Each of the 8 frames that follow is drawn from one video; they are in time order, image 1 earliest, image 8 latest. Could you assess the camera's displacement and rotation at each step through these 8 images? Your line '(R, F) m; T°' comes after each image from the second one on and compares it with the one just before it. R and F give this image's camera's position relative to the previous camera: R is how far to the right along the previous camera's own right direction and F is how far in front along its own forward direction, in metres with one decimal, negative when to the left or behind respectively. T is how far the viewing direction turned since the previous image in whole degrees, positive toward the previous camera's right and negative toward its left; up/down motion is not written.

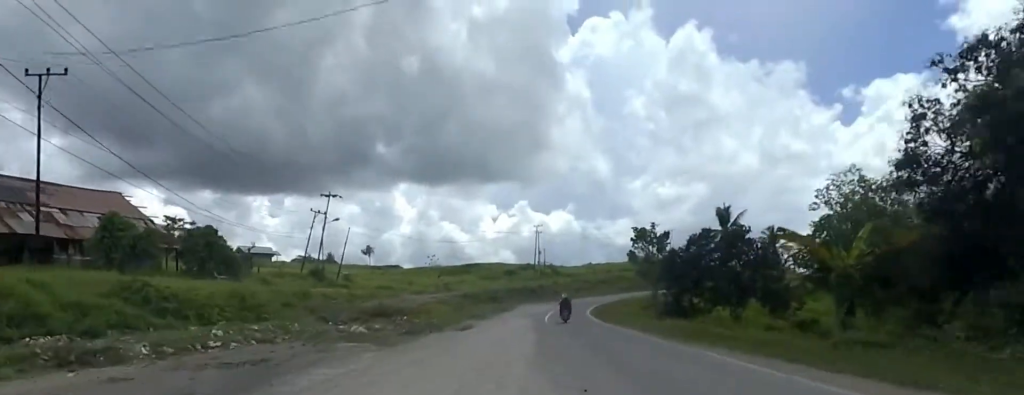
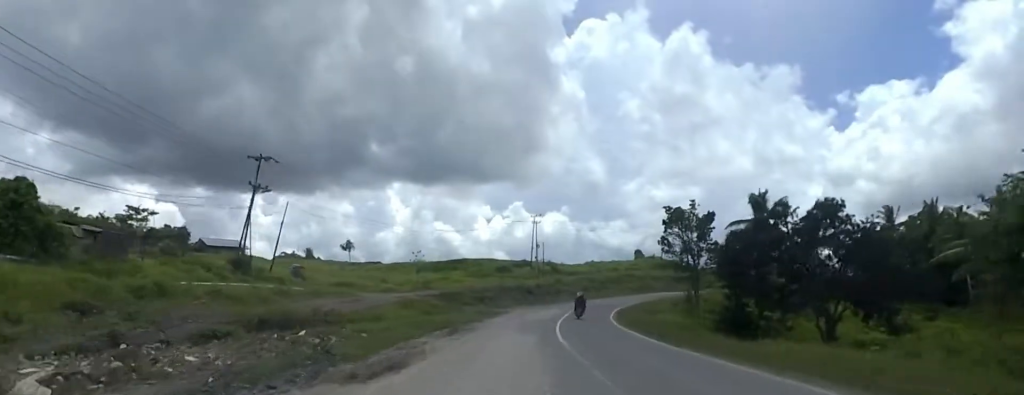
(-0.4, +15.6) m; 0°
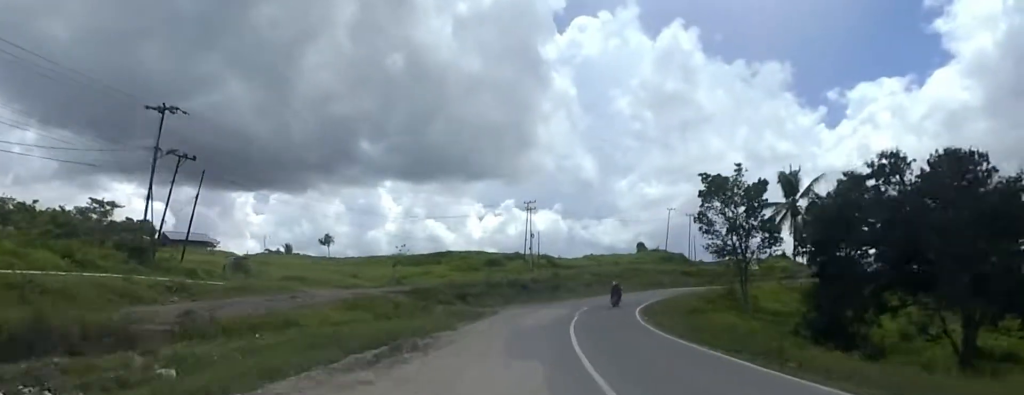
(+0.3, +10.5) m; +2°
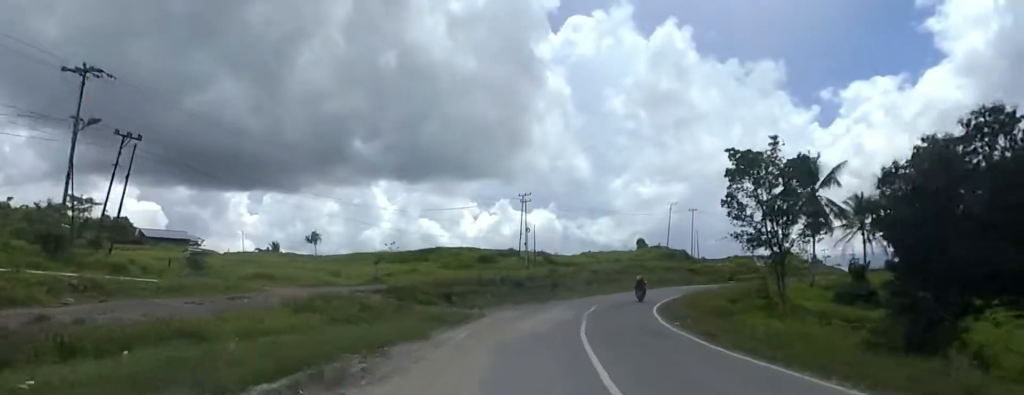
(0.0, +5.2) m; 0°
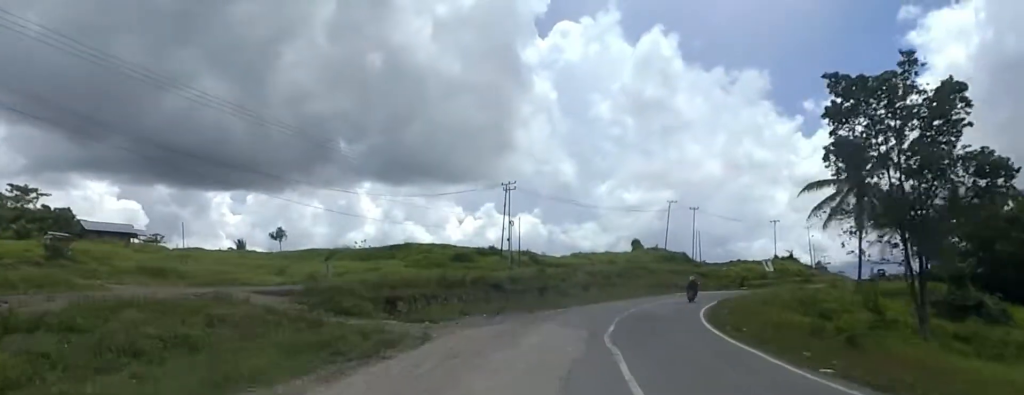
(+0.1, +10.5) m; +5°
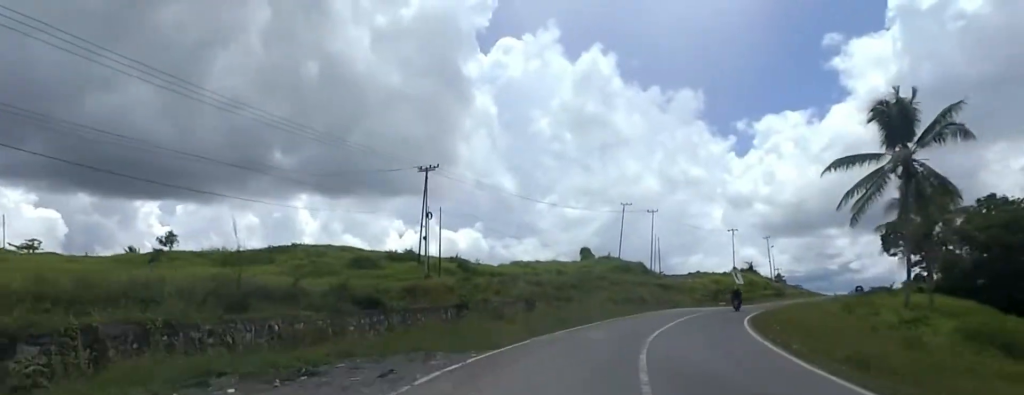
(+1.5, +14.9) m; +6°
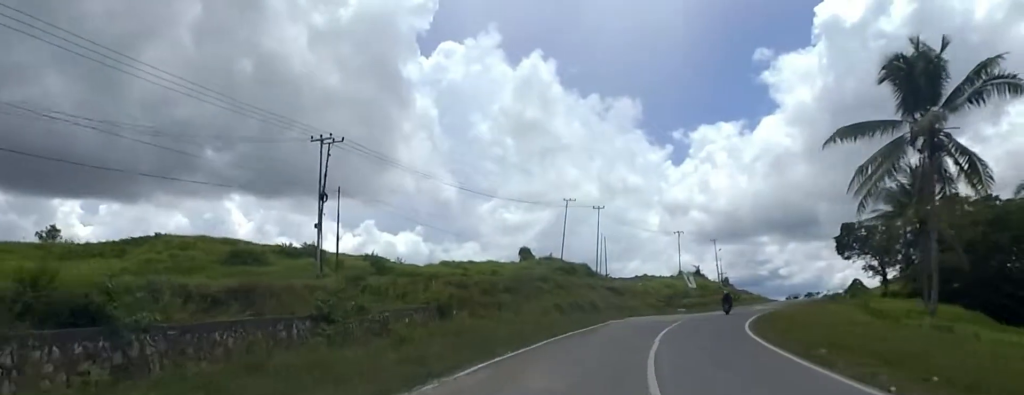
(-0.6, +9.7) m; +4°
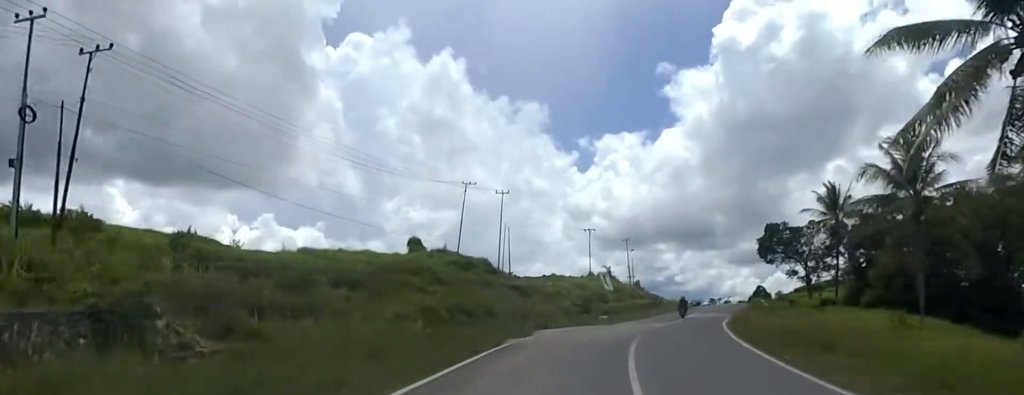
(+1.7, +13.1) m; +10°
